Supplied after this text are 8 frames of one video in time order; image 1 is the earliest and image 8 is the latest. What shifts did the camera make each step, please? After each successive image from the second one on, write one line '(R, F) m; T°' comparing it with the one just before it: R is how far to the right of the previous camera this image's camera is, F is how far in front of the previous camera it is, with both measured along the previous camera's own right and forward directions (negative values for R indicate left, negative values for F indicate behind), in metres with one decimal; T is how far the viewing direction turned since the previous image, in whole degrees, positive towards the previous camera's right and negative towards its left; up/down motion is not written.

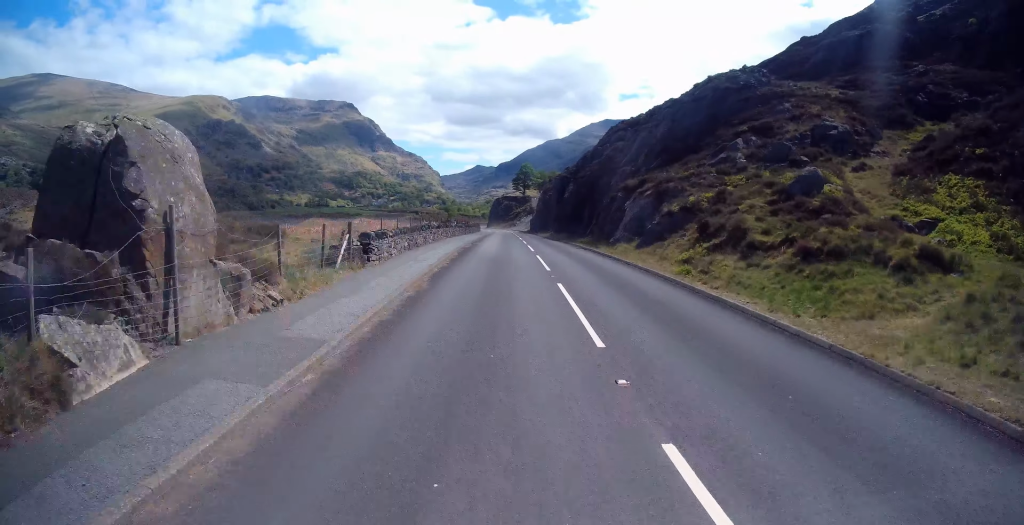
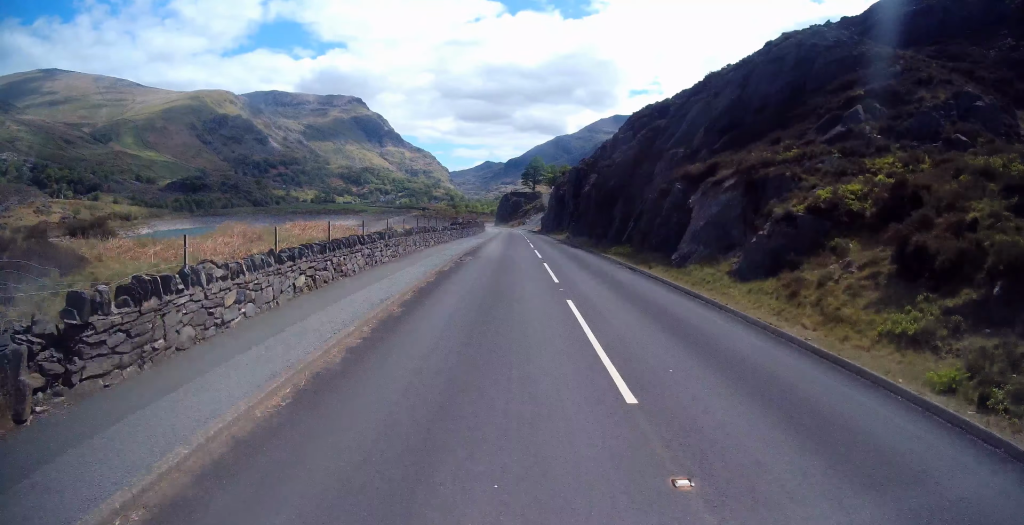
(+0.1, +11.1) m; -2°
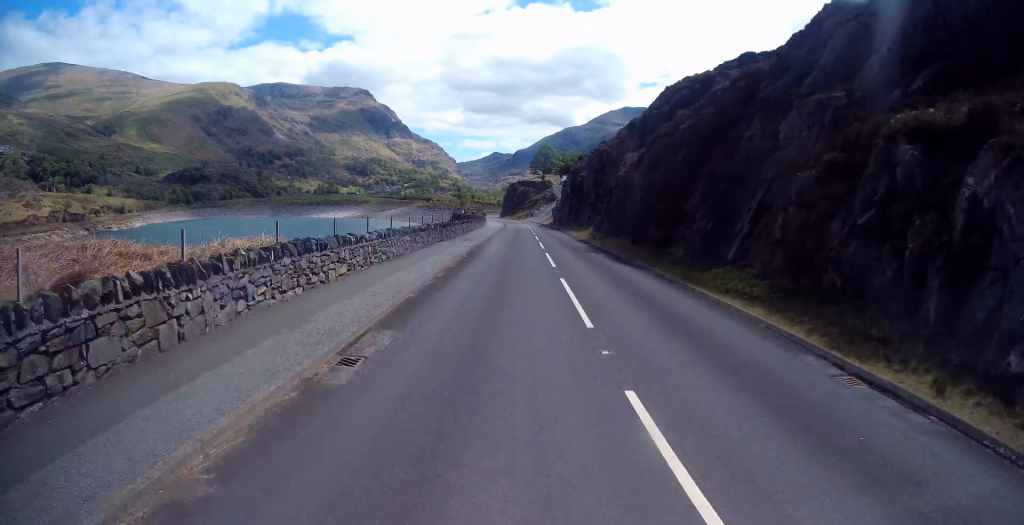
(-0.7, +14.7) m; -3°
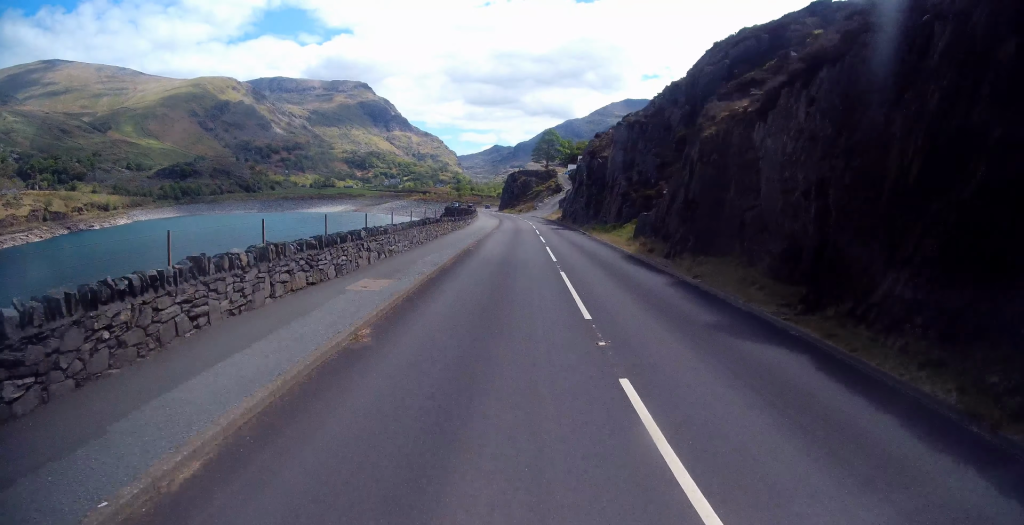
(+0.1, +17.9) m; +1°
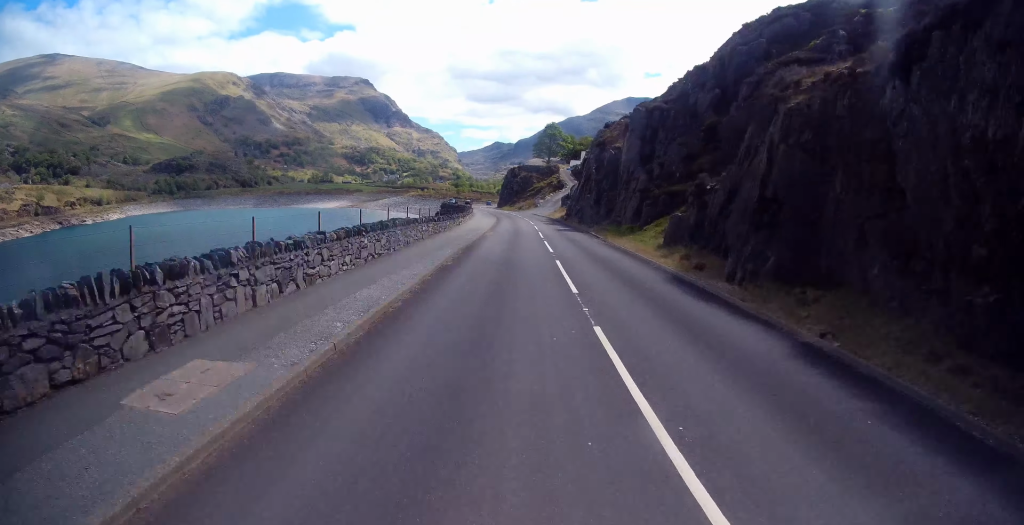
(+0.3, +6.7) m; 0°
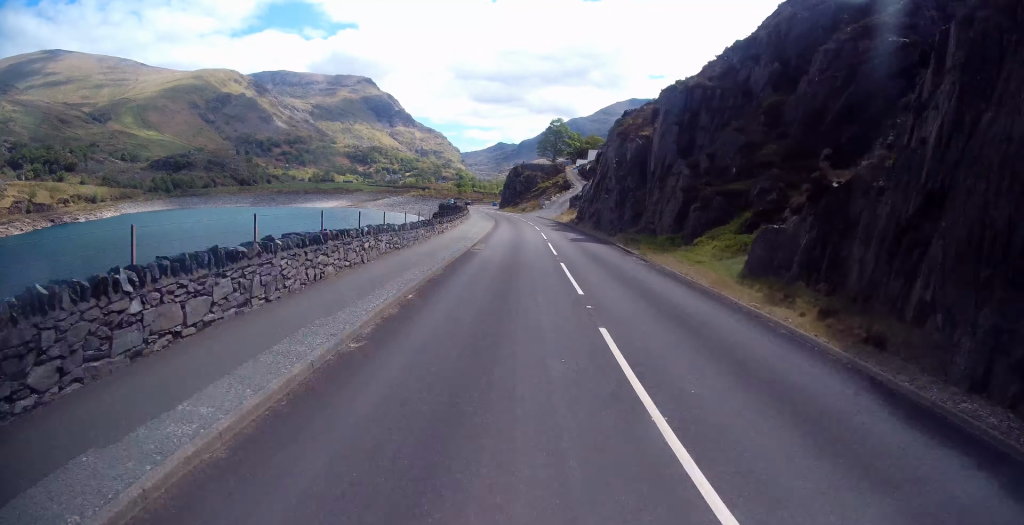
(-0.1, +9.2) m; -1°
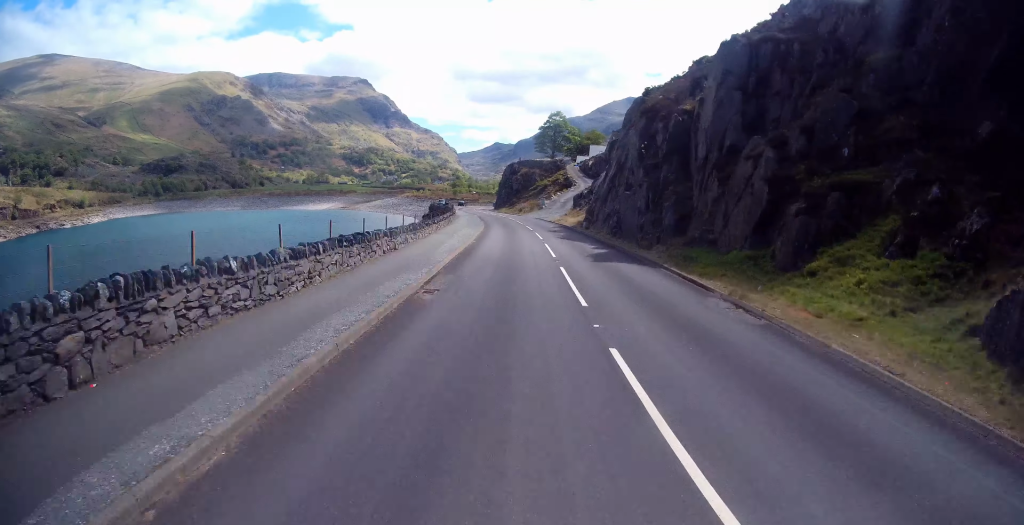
(-0.4, +10.2) m; -1°
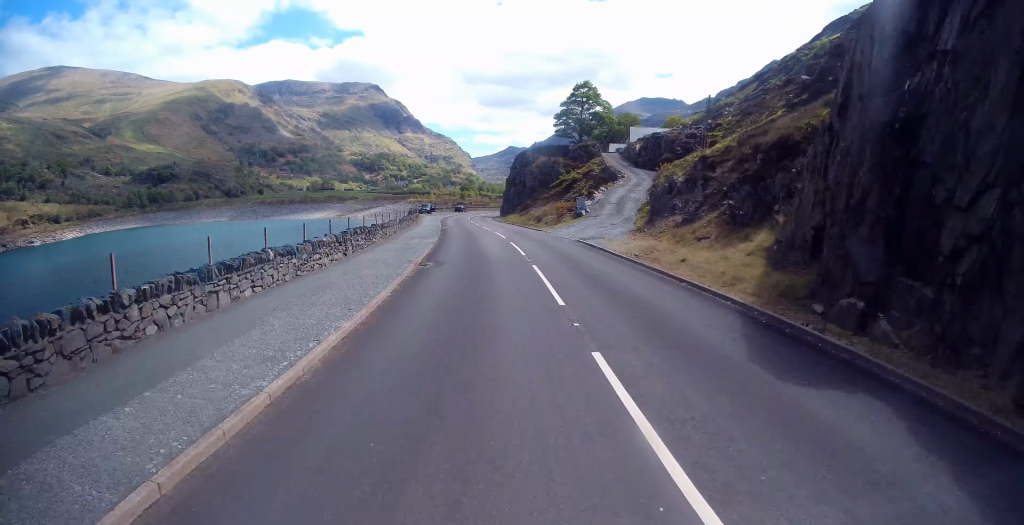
(+1.0, +36.3) m; 0°
